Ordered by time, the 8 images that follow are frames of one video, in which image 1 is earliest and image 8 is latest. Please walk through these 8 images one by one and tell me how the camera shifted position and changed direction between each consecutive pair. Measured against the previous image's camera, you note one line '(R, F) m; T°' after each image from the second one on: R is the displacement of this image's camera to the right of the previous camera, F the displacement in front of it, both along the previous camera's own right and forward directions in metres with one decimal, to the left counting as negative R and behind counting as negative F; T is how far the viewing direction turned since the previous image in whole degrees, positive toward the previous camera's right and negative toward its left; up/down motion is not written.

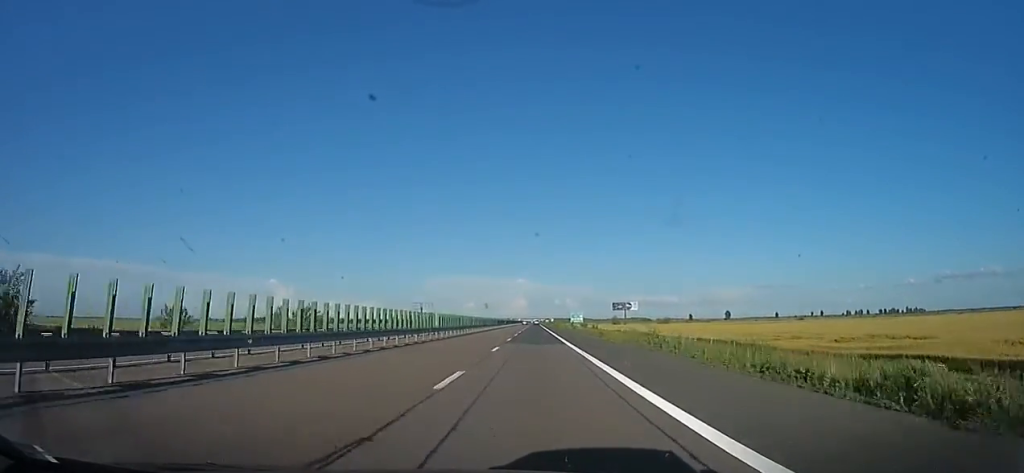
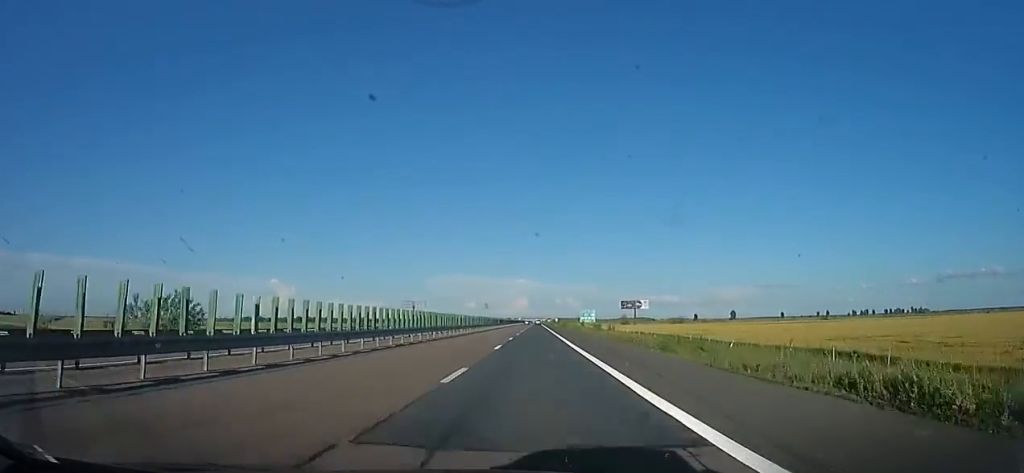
(-0.5, +23.1) m; -1°
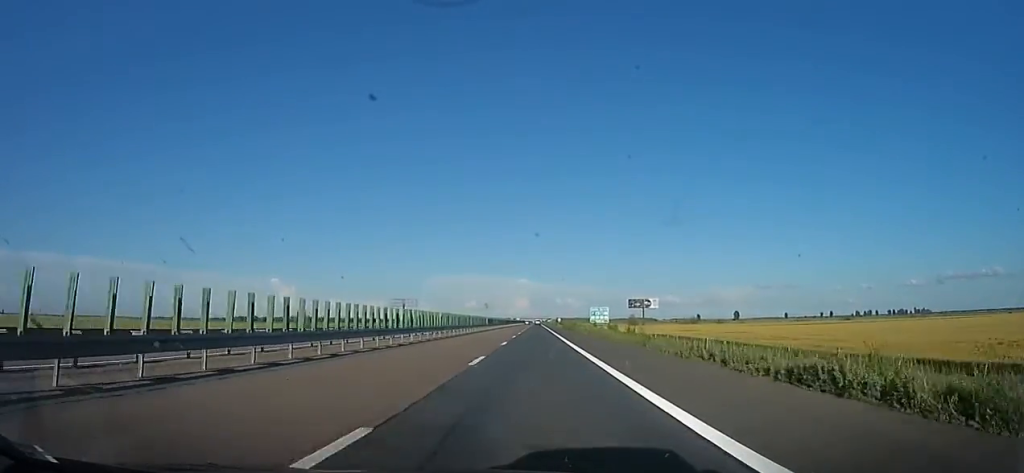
(-0.1, +20.0) m; -1°
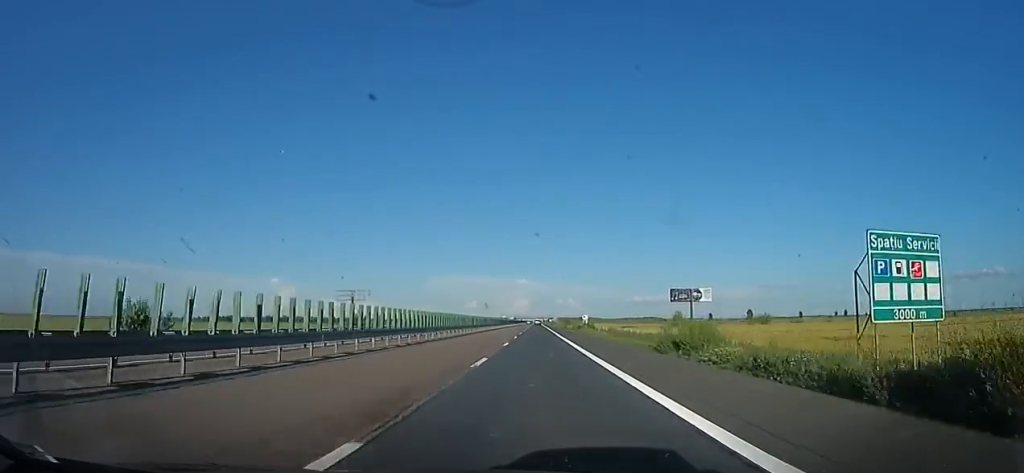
(-1.7, +72.6) m; 0°
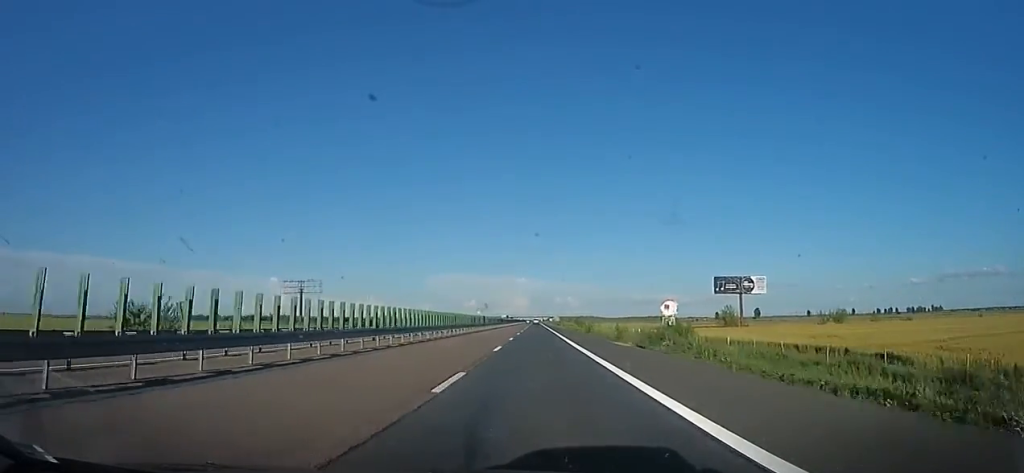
(+0.9, +41.4) m; +1°
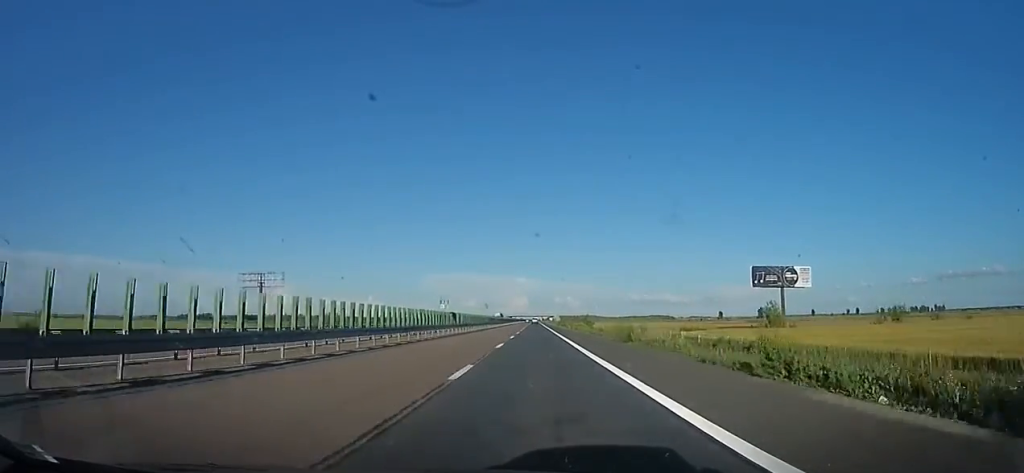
(0.0, +22.5) m; 0°
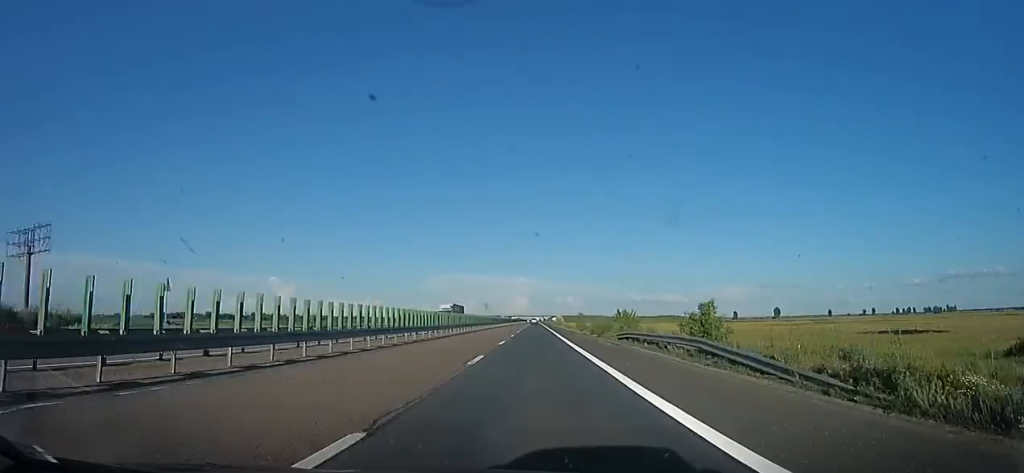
(0.0, +68.9) m; 0°
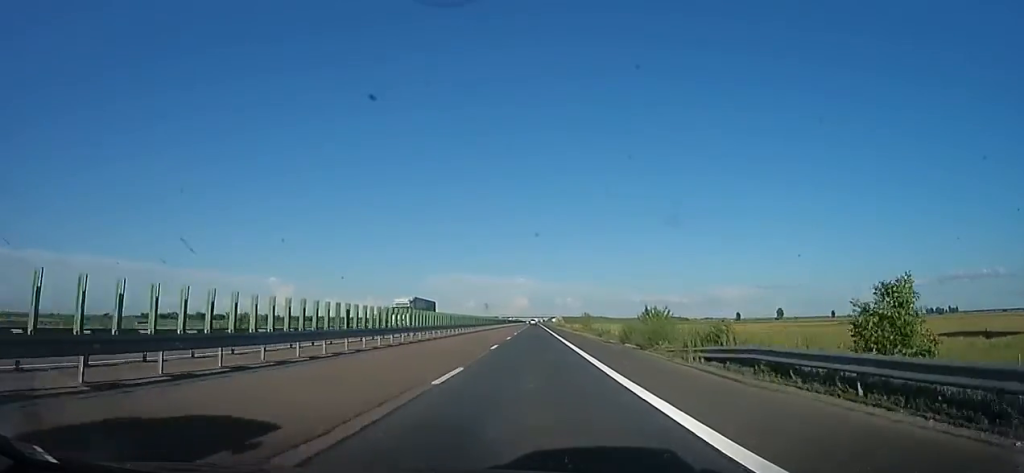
(+0.1, +16.3) m; 0°
